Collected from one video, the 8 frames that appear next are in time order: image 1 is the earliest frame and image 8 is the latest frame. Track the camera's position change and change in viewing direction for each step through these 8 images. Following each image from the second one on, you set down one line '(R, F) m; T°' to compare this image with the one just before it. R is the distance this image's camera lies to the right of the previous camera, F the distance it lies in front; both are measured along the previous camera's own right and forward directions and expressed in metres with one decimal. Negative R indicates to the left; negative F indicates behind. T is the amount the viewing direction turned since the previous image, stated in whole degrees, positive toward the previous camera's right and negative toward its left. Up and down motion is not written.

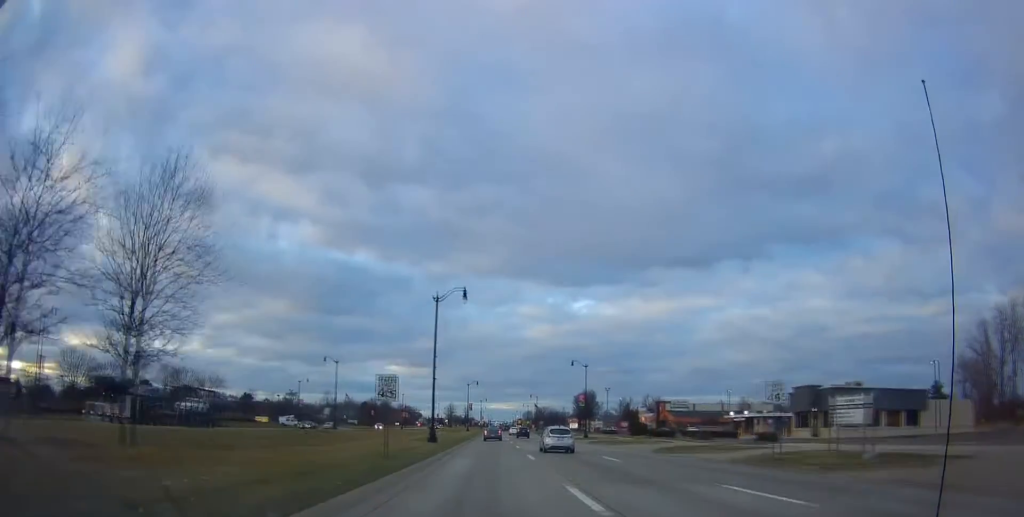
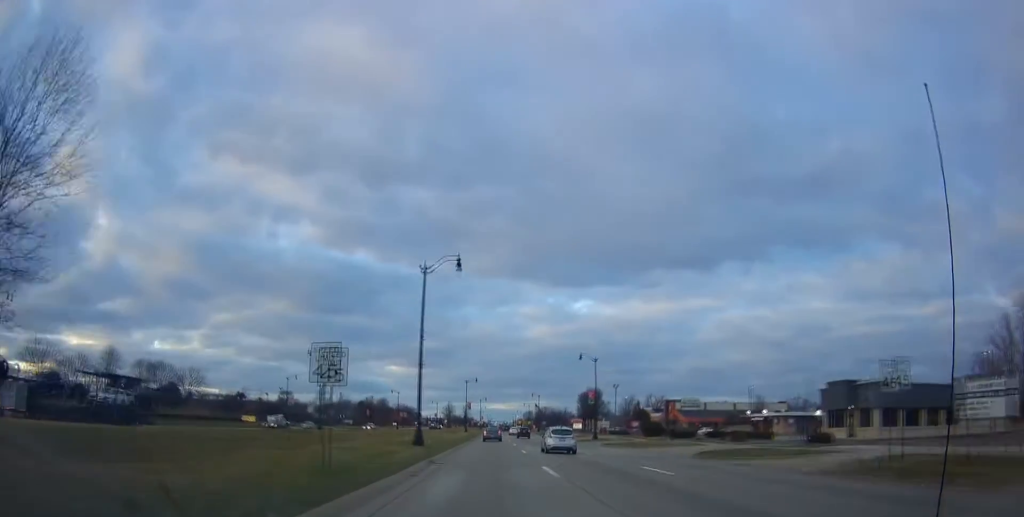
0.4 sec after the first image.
(+0.2, +7.6) m; 0°
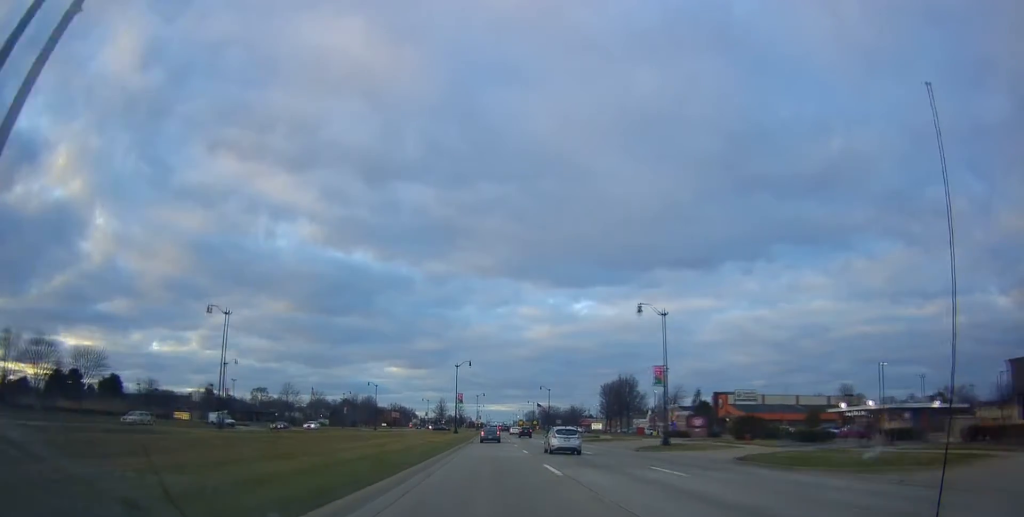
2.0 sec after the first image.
(-0.3, +30.1) m; +1°
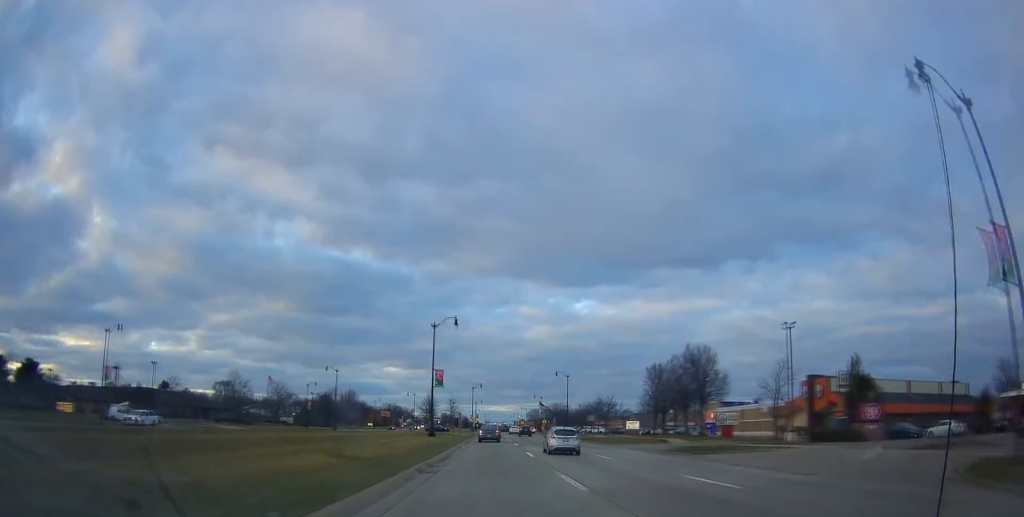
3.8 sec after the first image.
(-0.1, +33.2) m; -2°
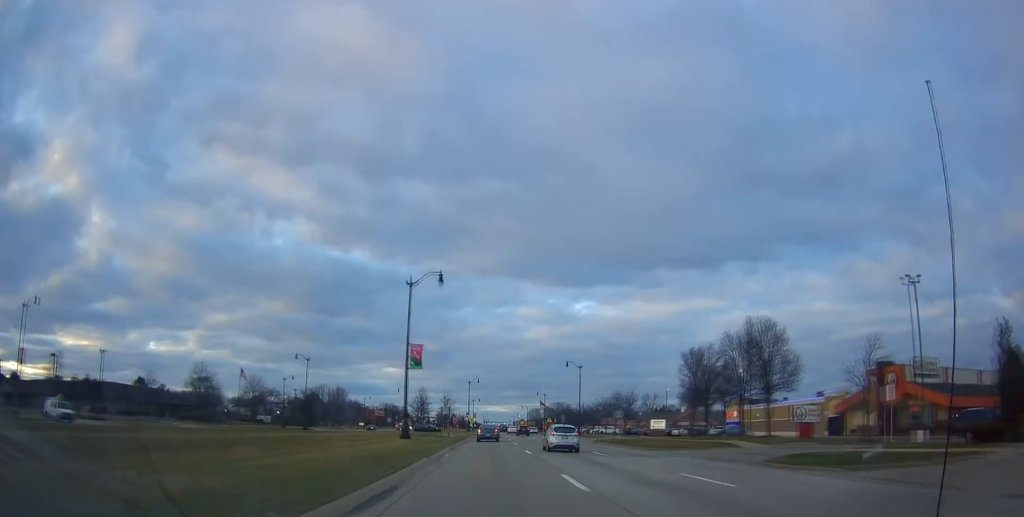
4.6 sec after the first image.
(-0.3, +15.2) m; +1°
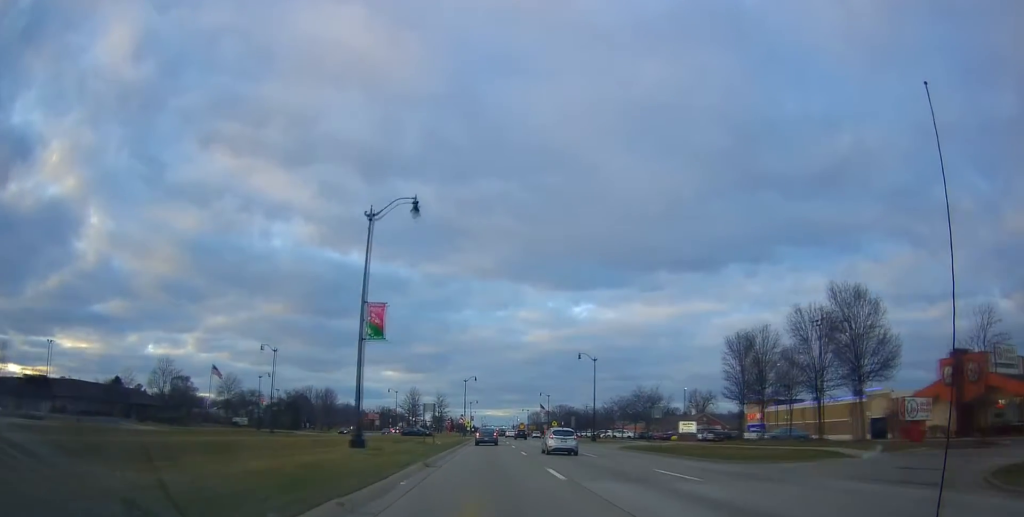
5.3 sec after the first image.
(+0.4, +12.7) m; +2°
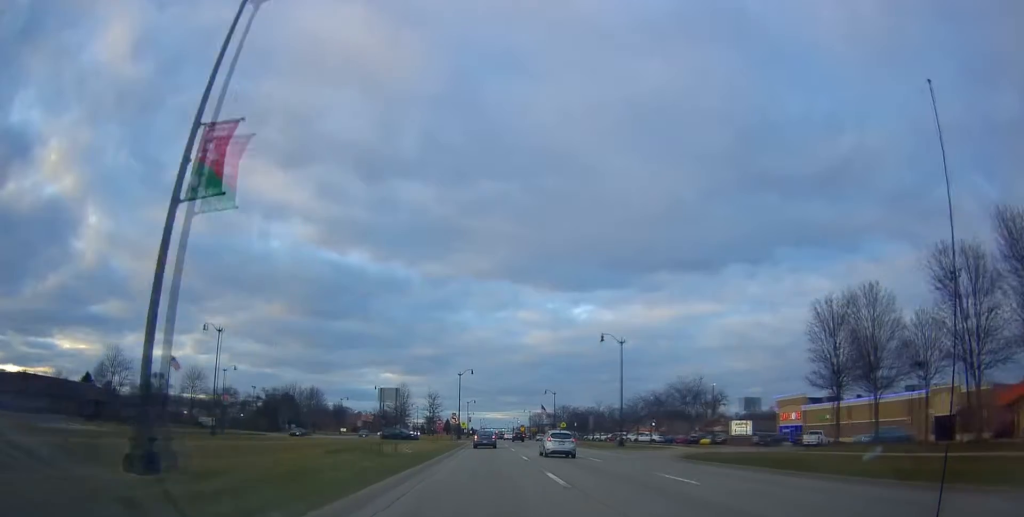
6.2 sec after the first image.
(0.0, +15.1) m; 0°
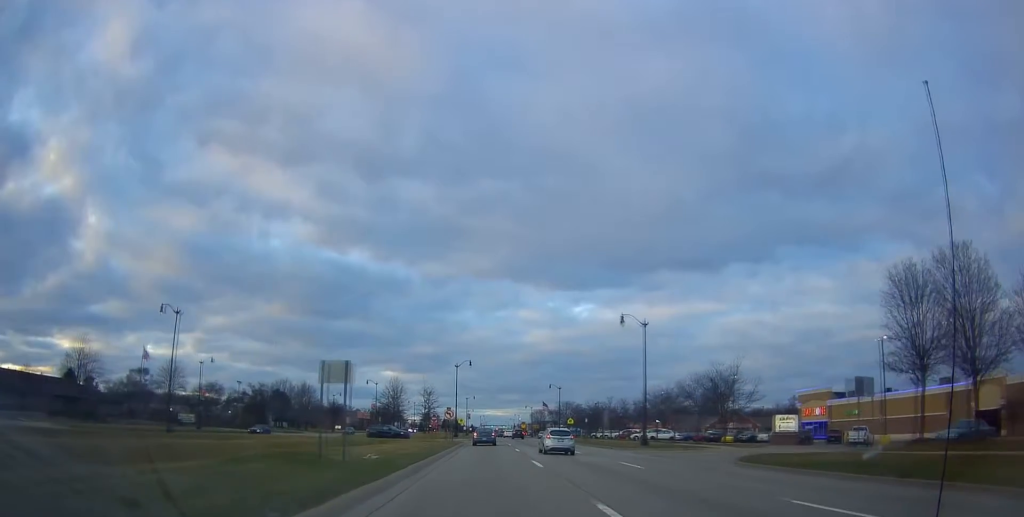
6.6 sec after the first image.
(0.0, +8.5) m; 0°
